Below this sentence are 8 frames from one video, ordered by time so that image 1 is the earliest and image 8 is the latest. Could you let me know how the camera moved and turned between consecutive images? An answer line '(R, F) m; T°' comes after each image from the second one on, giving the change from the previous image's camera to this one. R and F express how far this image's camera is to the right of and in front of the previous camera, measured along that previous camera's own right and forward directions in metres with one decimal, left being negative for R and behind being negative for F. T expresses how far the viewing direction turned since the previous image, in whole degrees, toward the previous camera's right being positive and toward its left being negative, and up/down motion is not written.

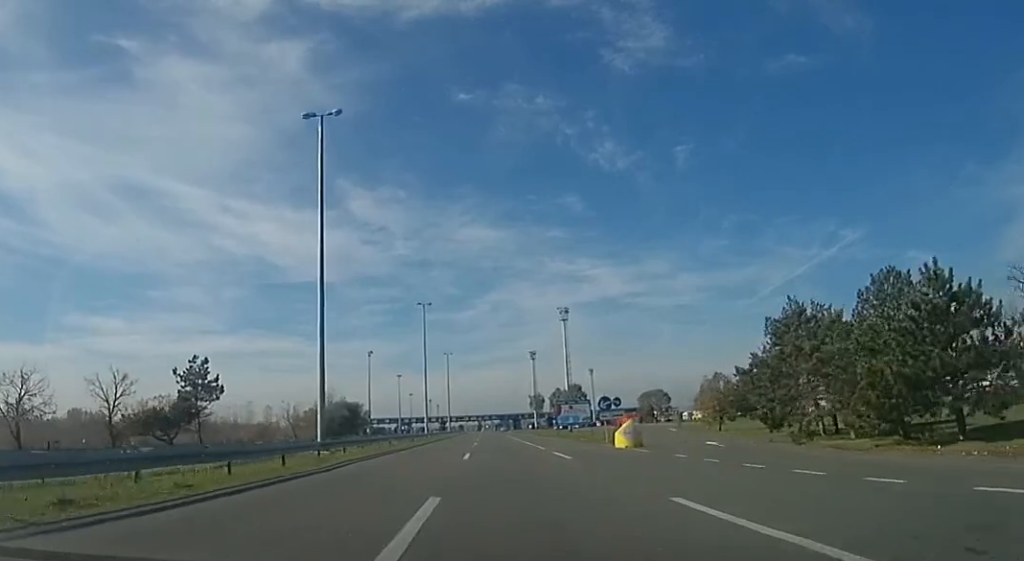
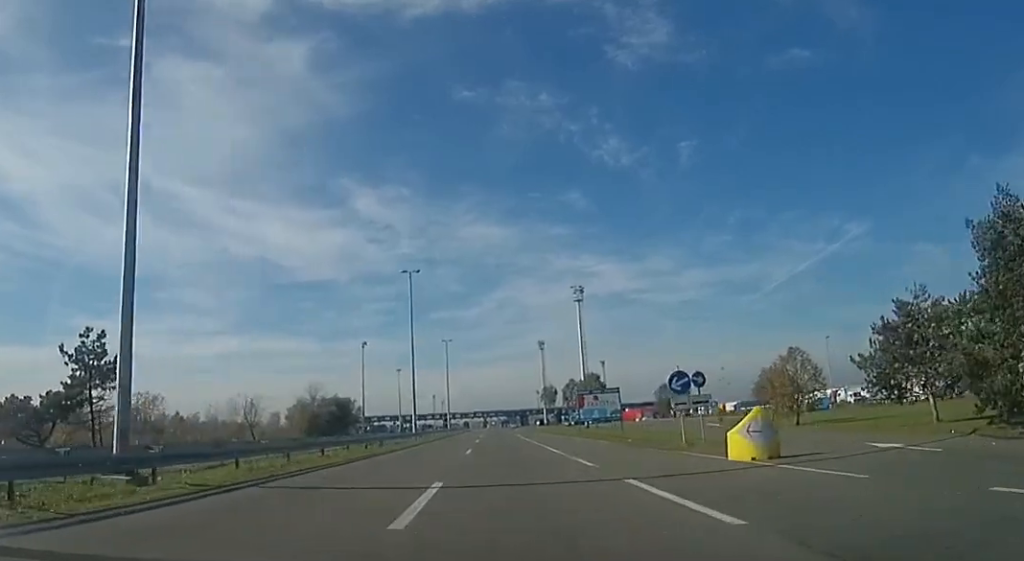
(+0.1, +15.1) m; 0°
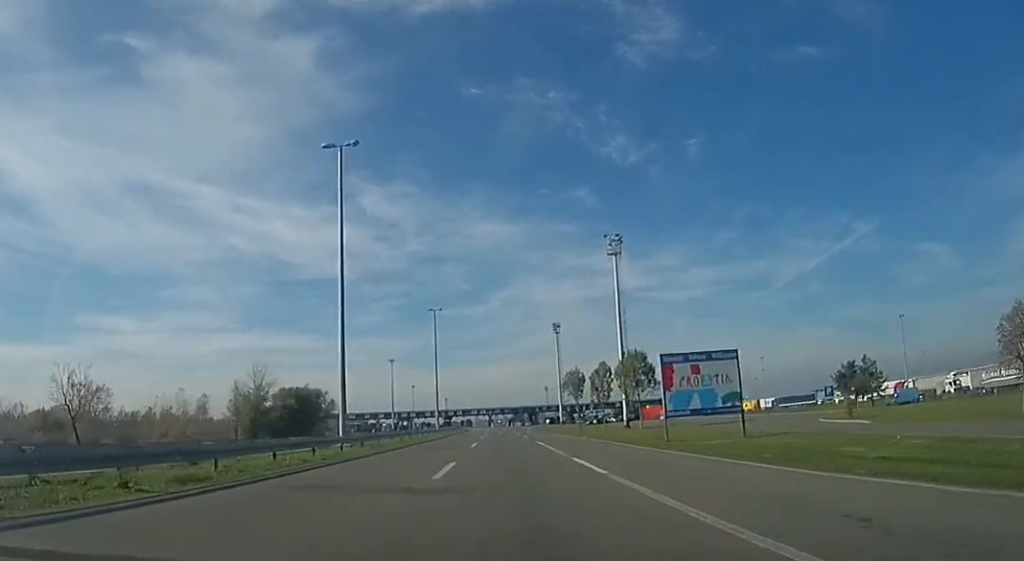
(-0.8, +28.9) m; -3°
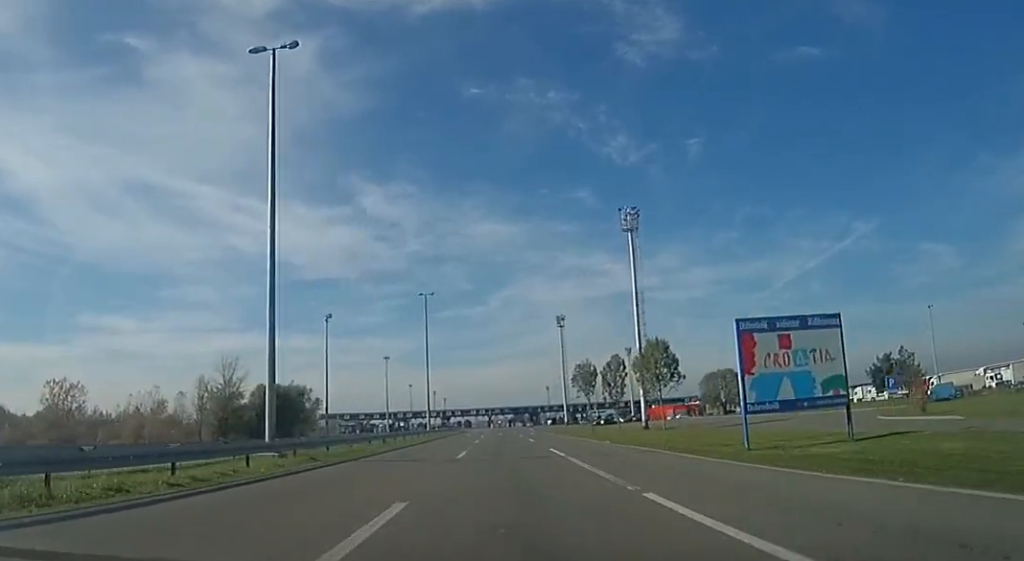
(0.0, +10.0) m; 0°
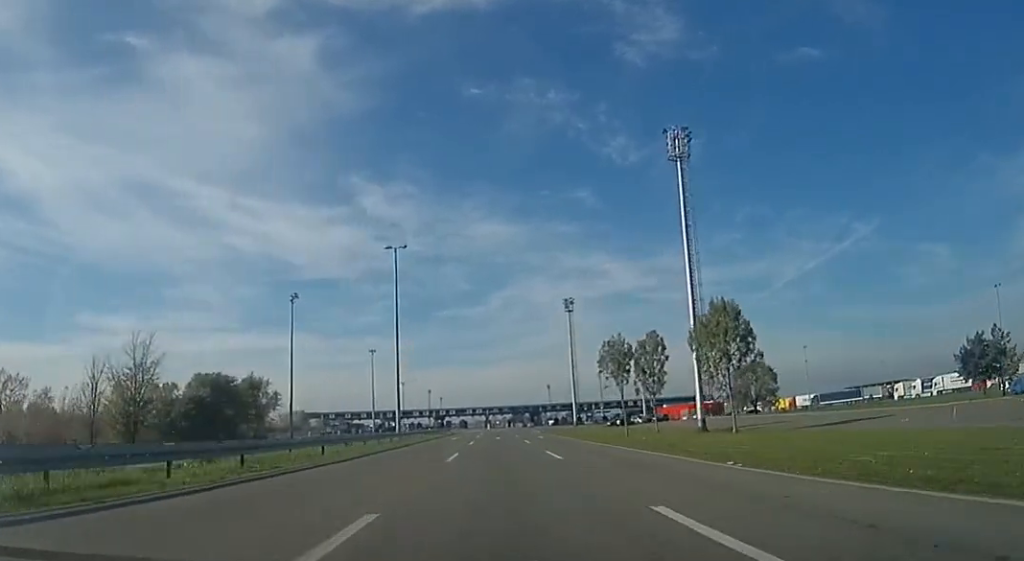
(0.0, +19.9) m; 0°
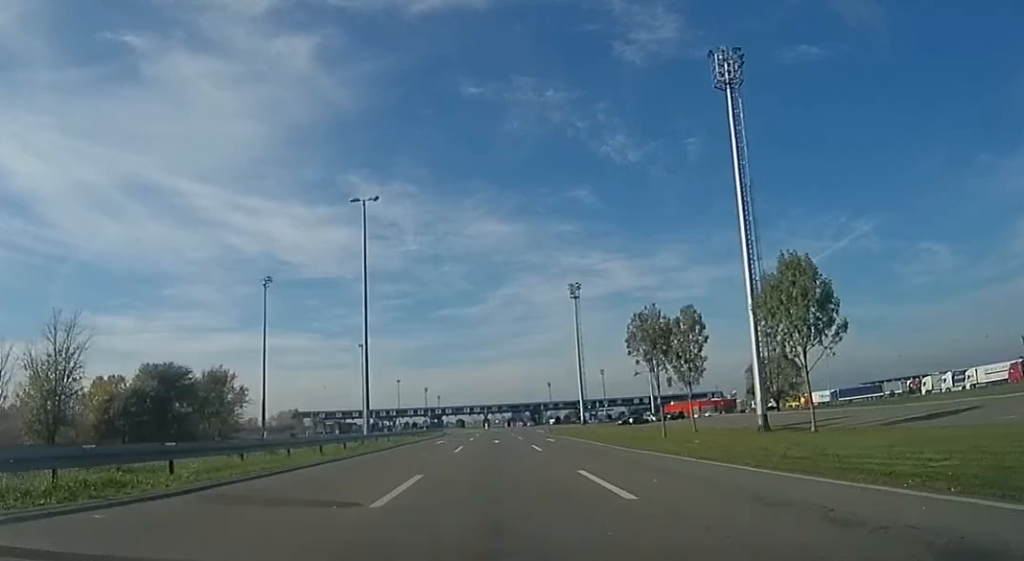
(0.0, +11.7) m; 0°
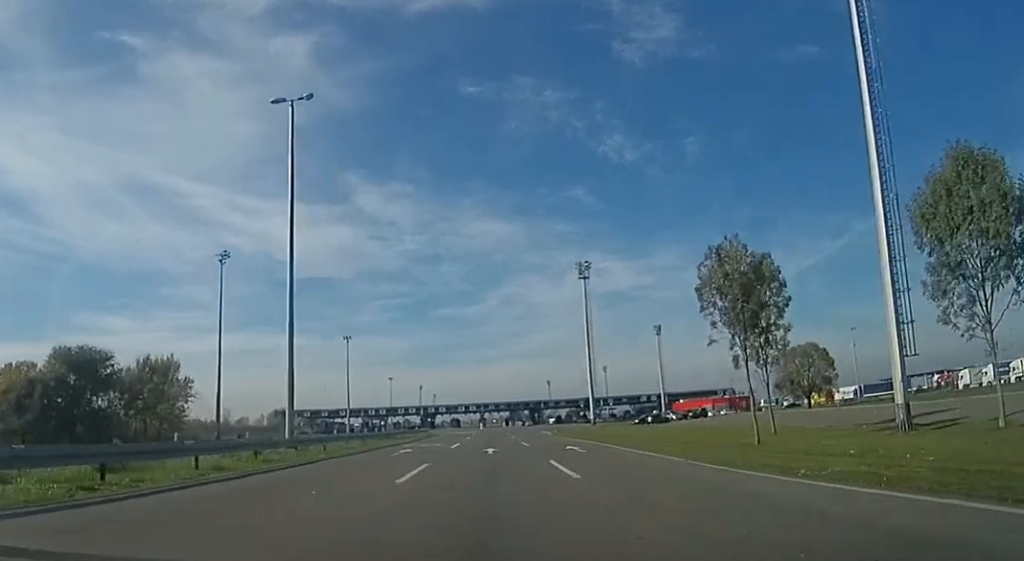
(-0.1, +14.3) m; +1°
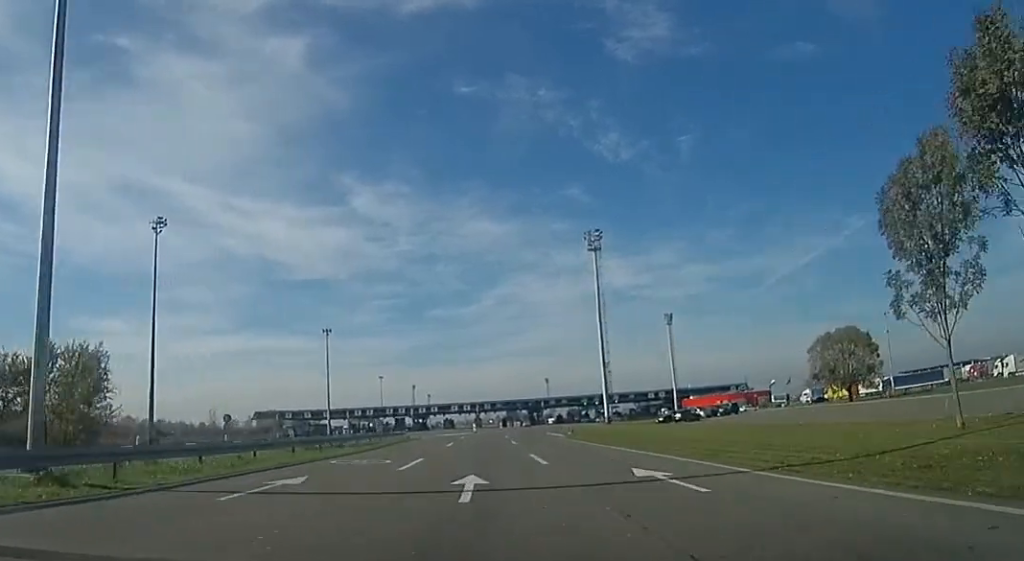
(+0.3, +15.2) m; +1°
